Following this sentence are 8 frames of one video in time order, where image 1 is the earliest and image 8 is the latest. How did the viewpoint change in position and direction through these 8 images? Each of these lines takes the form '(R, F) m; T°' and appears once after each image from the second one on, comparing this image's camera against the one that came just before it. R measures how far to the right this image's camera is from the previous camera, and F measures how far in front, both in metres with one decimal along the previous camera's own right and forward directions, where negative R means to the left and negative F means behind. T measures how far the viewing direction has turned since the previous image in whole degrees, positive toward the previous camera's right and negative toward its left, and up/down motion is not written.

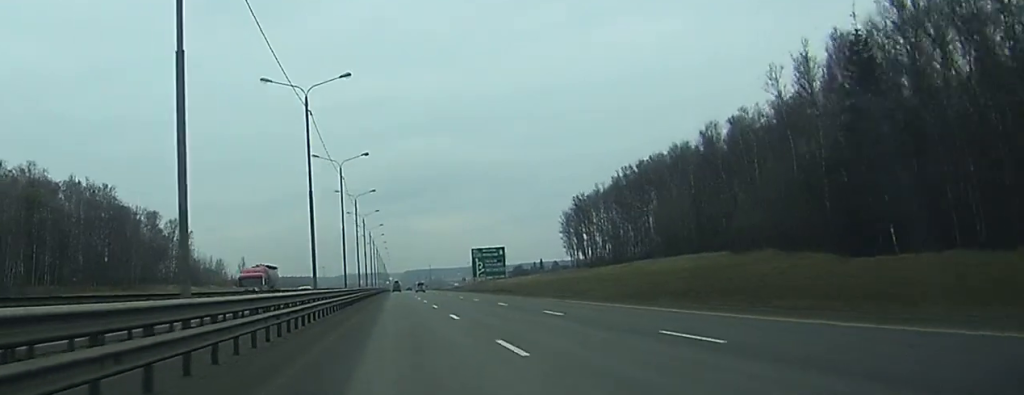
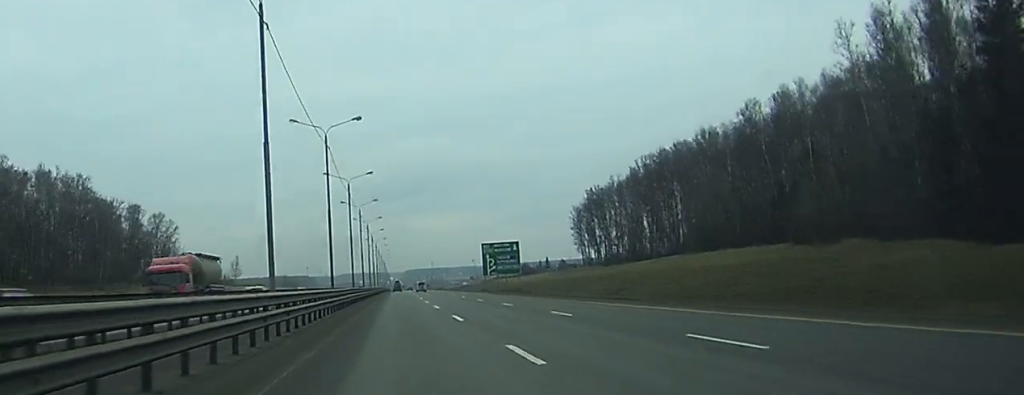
(0.0, +16.2) m; 0°
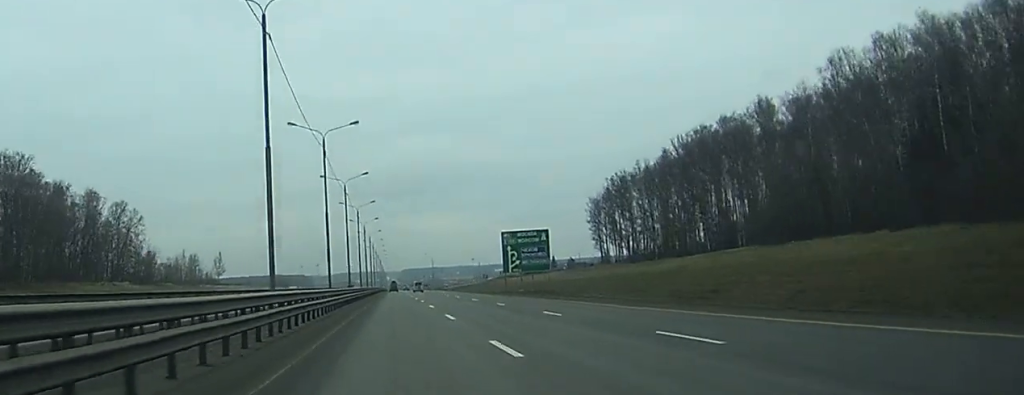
(+0.1, +29.9) m; 0°
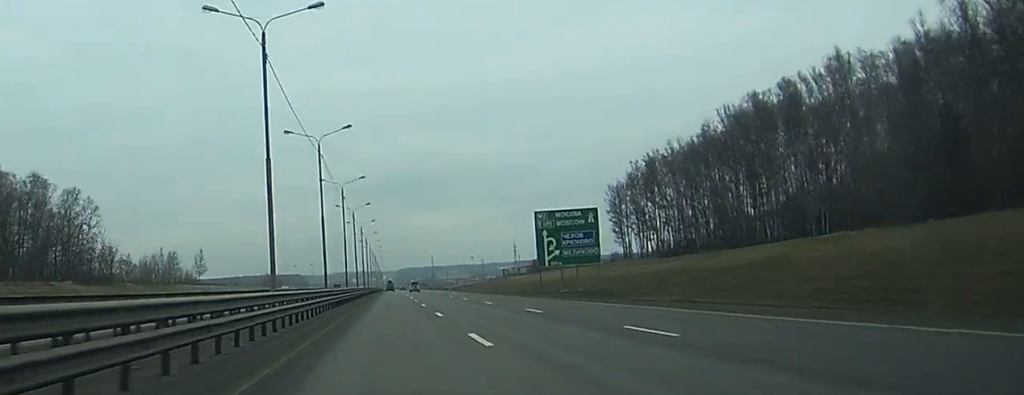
(0.0, +32.4) m; 0°
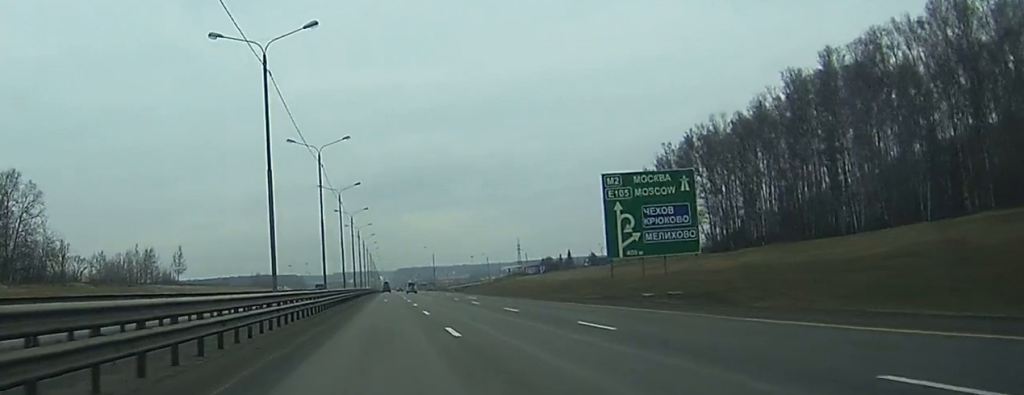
(0.0, +31.4) m; 0°
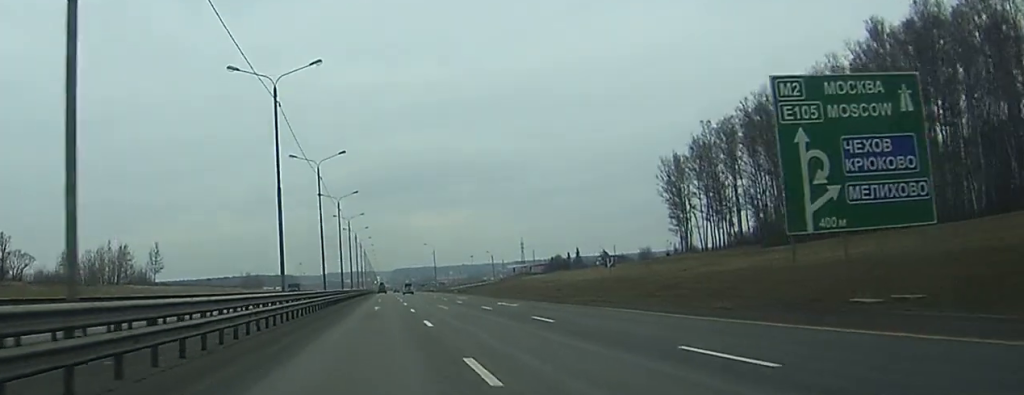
(+0.1, +28.0) m; 0°
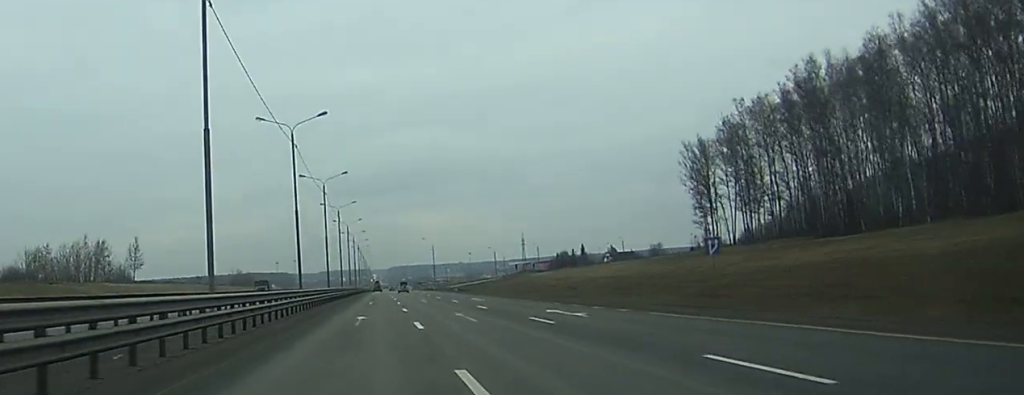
(0.0, +19.0) m; 0°
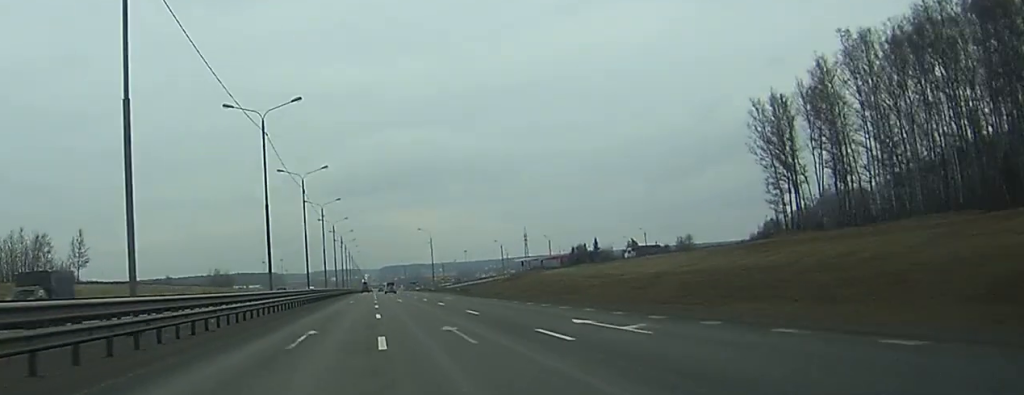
(0.0, +40.6) m; 0°
